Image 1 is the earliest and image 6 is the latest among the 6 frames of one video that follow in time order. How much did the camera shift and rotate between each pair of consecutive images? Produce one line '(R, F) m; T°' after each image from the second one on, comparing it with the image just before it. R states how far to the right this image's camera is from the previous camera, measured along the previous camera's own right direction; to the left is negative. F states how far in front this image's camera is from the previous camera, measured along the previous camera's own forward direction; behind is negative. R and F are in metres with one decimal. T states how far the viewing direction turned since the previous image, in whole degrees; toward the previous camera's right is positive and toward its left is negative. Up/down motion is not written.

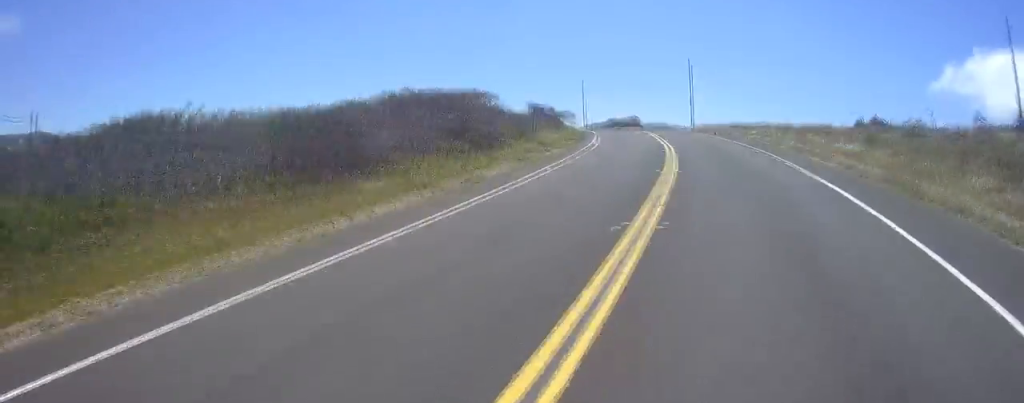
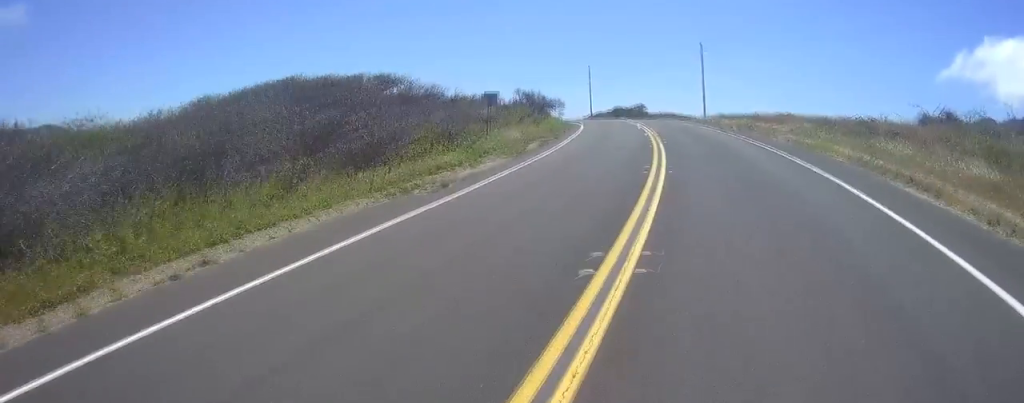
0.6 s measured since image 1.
(-0.2, +10.8) m; -2°
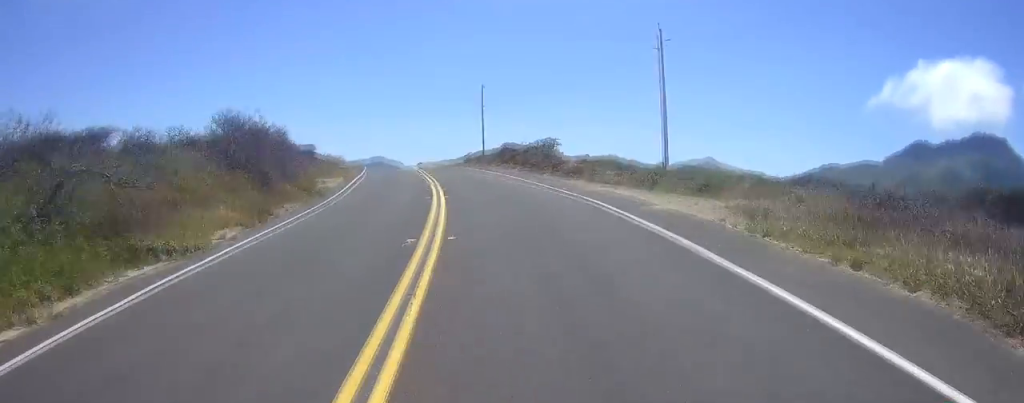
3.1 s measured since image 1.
(-3.5, +43.8) m; -9°
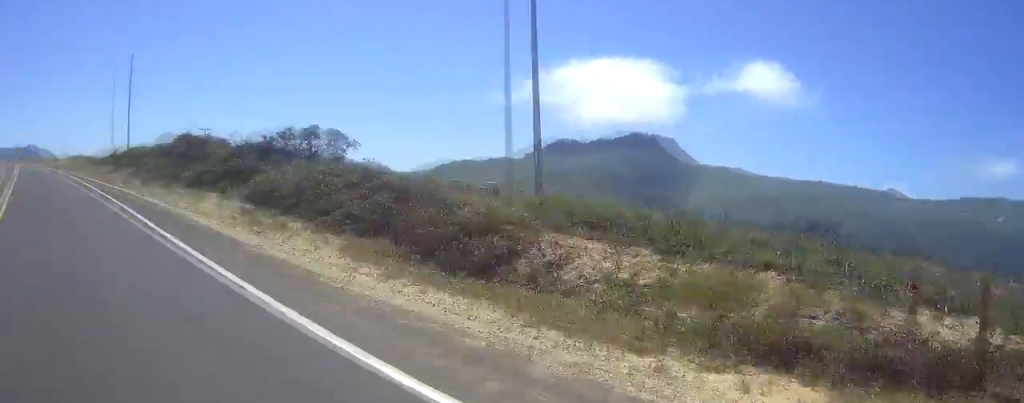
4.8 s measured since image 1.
(-1.2, +30.9) m; -6°
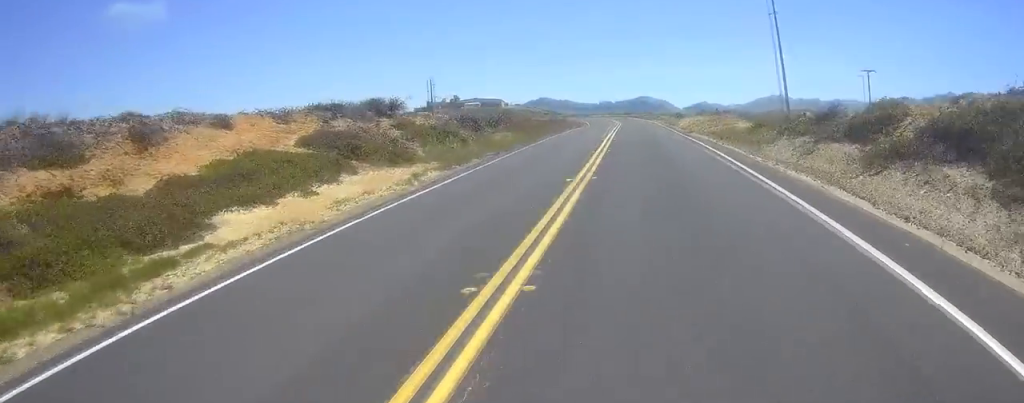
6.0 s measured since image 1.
(-1.1, +21.0) m; -4°
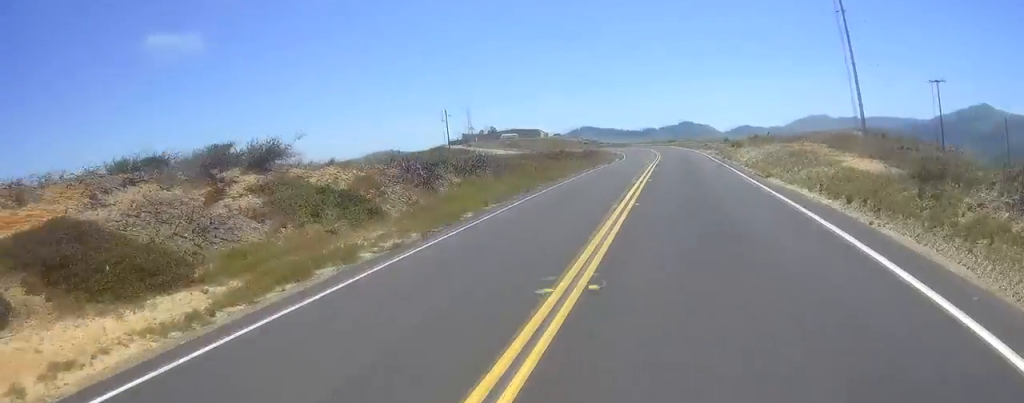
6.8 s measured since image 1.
(-0.2, +14.3) m; -2°
